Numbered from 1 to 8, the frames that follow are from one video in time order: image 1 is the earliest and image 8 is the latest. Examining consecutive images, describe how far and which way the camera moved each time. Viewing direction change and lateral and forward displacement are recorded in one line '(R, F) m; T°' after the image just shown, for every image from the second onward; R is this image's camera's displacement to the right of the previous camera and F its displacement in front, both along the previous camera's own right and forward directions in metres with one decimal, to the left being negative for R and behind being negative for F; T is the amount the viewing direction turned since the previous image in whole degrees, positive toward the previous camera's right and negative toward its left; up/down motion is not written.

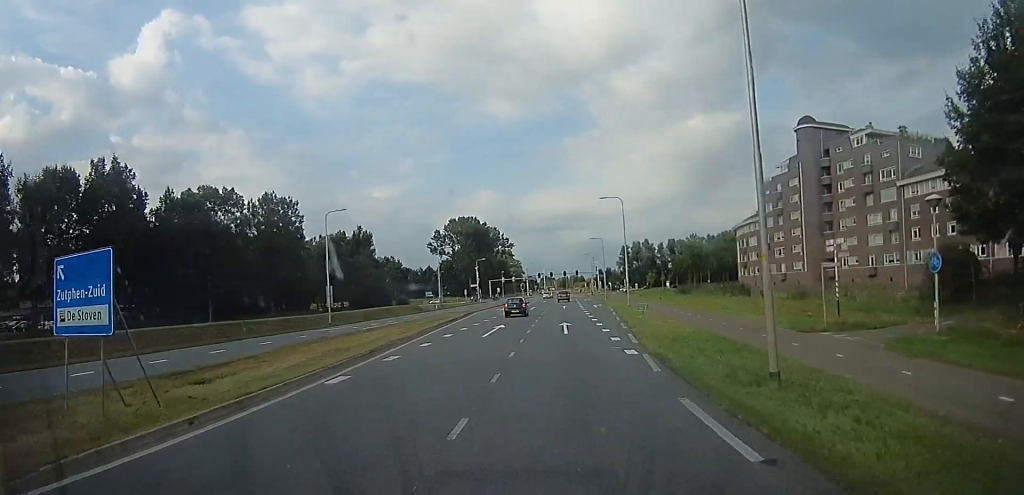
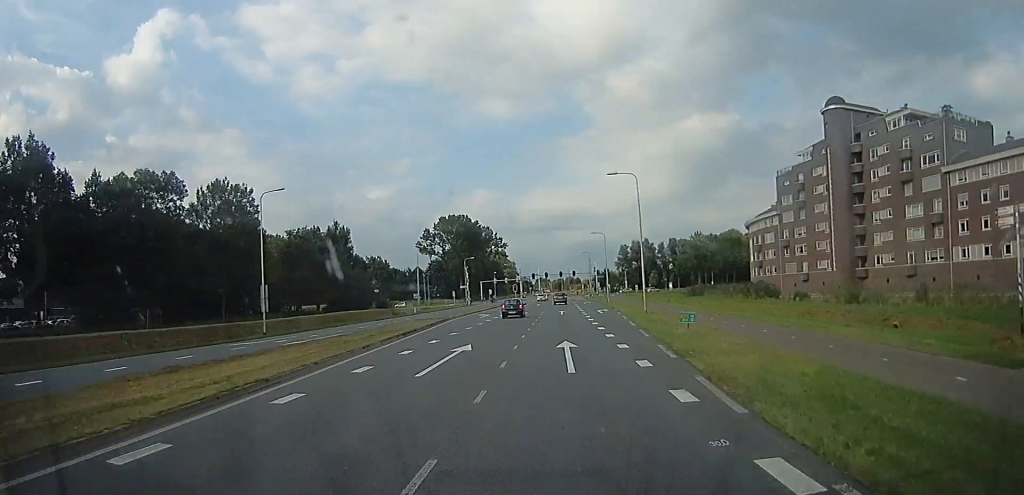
(0.0, +10.3) m; +1°
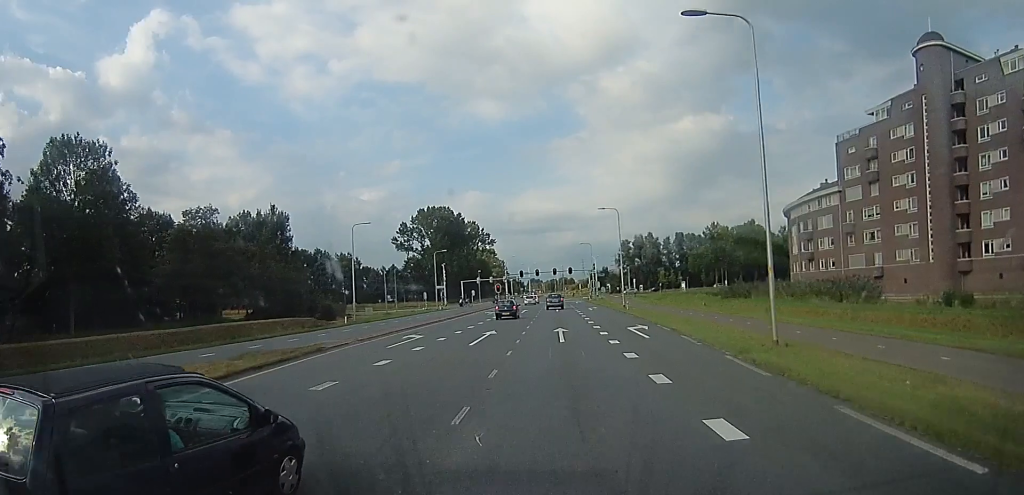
(+0.6, +22.7) m; +3°
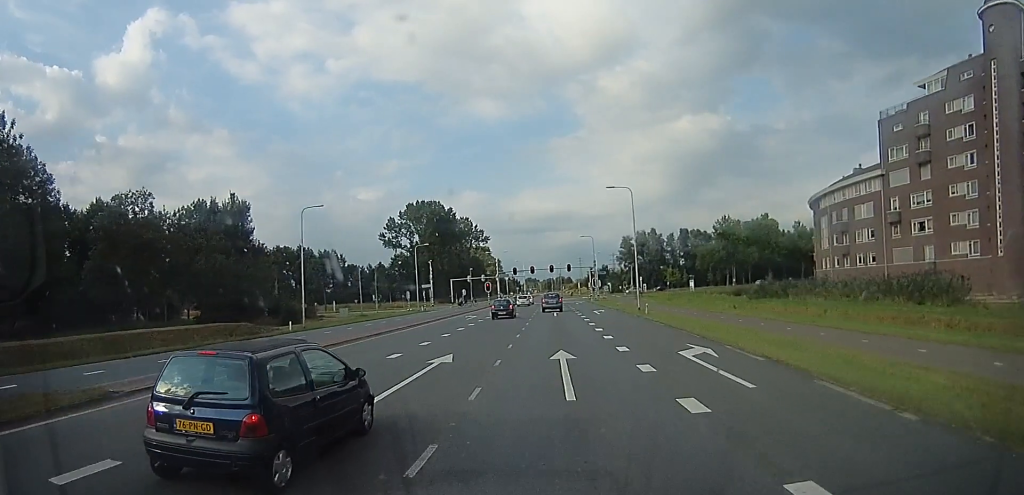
(0.0, +10.9) m; 0°
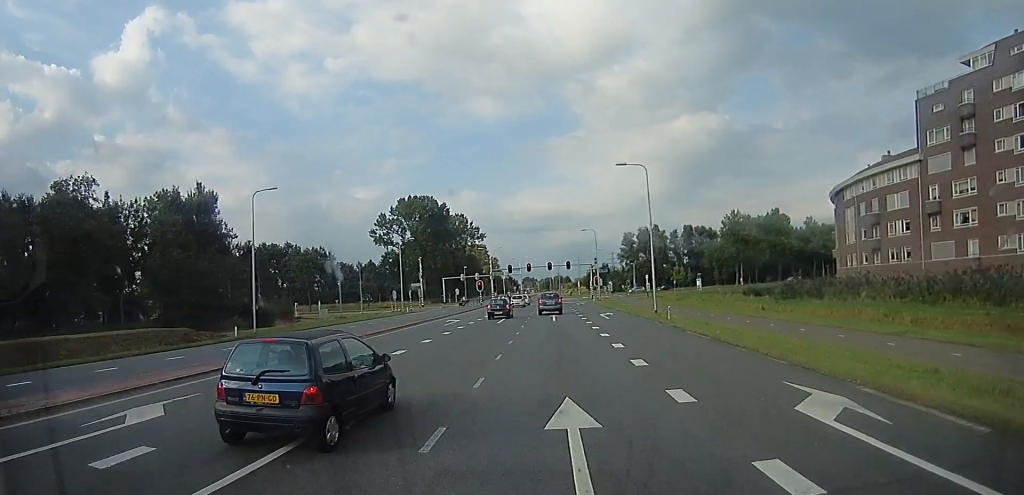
(0.0, +7.5) m; -2°
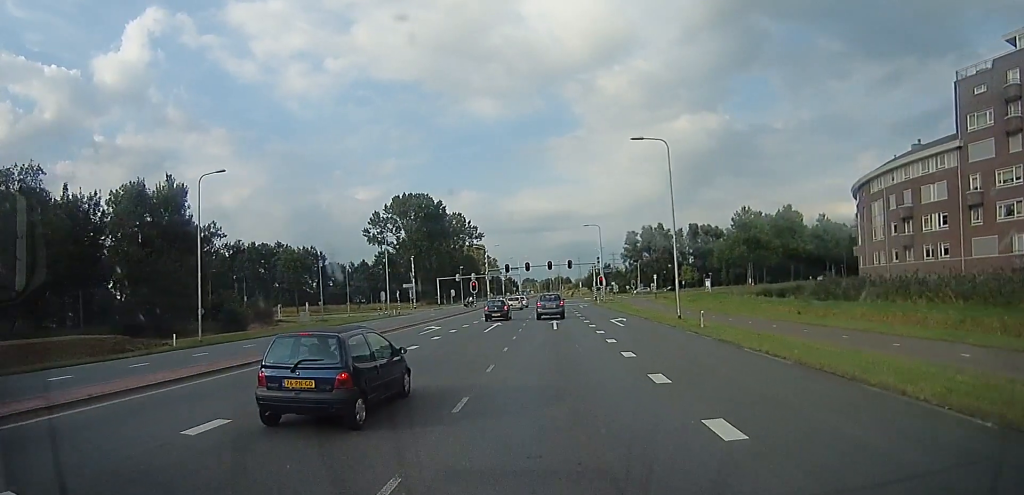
(-0.1, +6.5) m; -1°
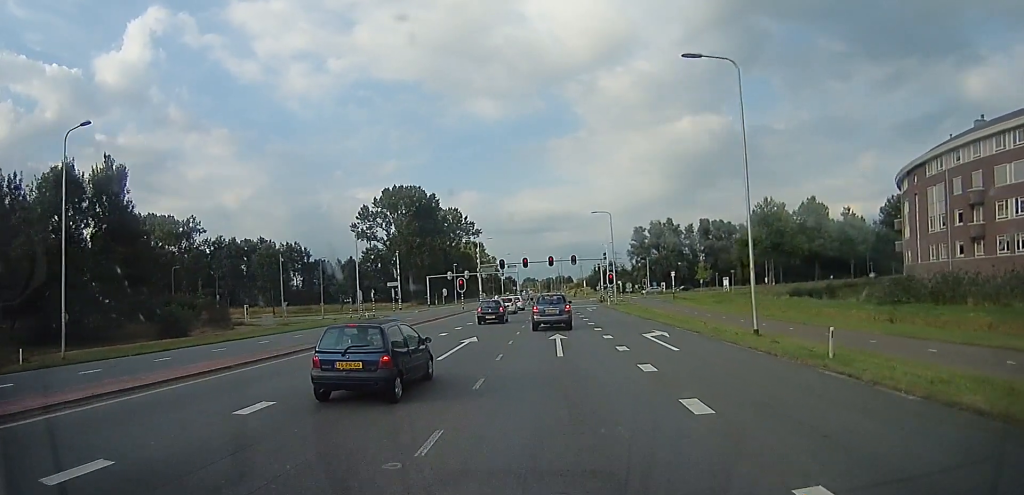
(+0.1, +11.6) m; +2°
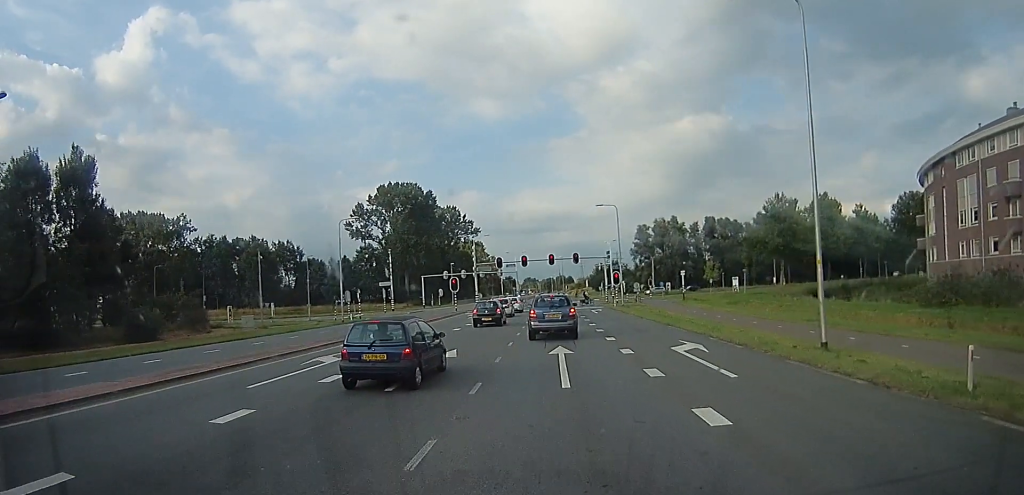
(0.0, +5.2) m; 0°
